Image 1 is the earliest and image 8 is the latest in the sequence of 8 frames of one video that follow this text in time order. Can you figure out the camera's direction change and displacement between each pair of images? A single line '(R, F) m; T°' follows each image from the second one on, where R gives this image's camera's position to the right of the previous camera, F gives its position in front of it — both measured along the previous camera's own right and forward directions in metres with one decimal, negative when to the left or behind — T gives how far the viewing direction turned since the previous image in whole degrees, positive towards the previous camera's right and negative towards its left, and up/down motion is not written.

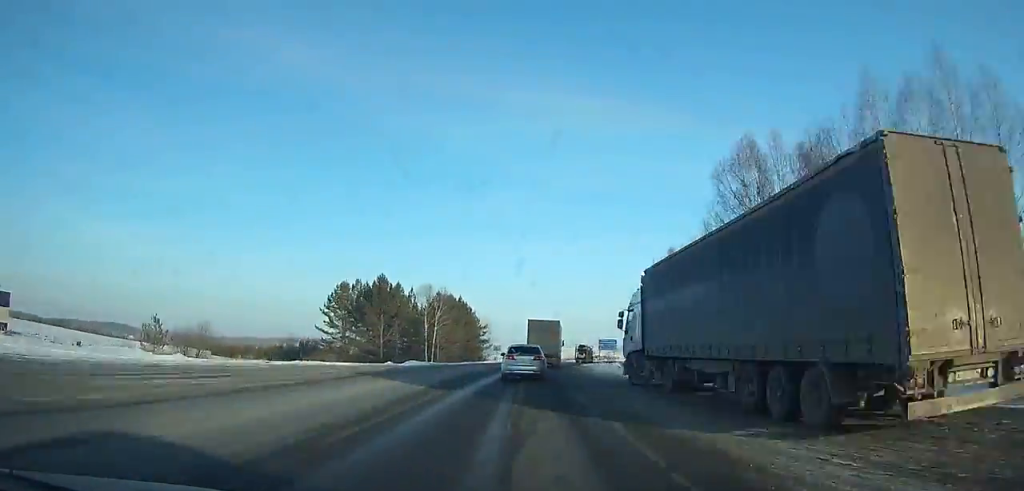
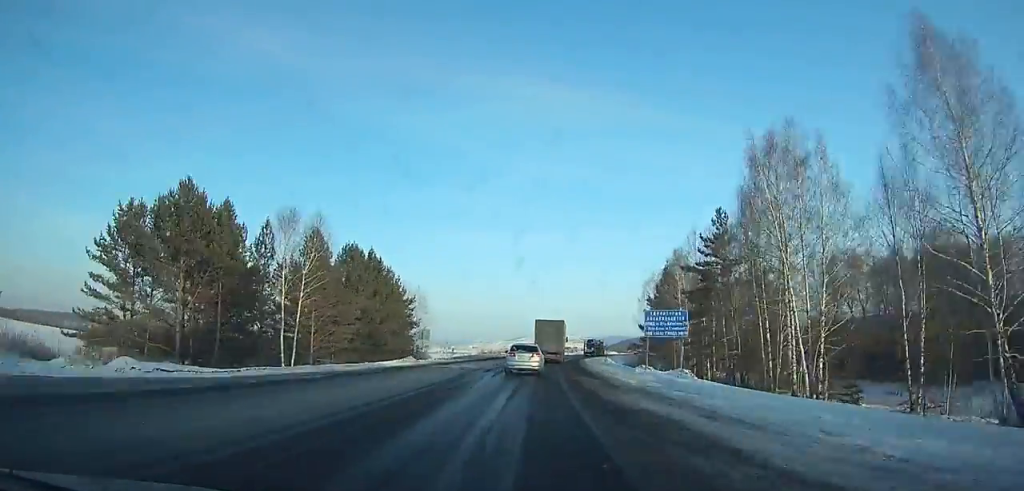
(+1.1, +45.9) m; +3°
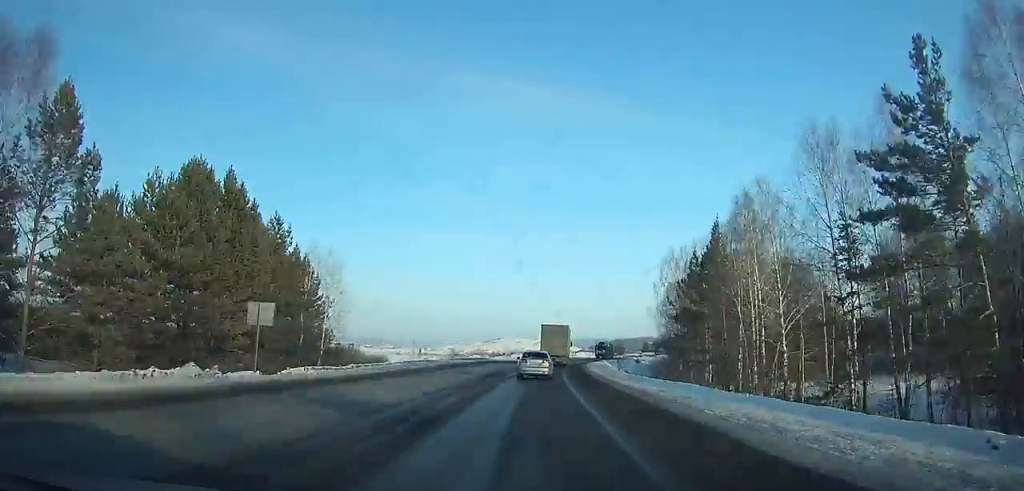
(+1.0, +31.0) m; +3°
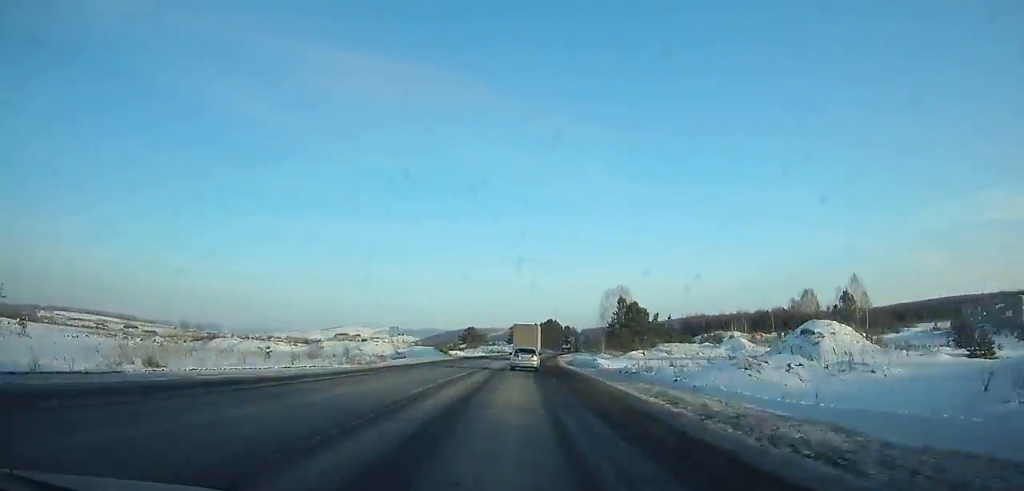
(+20.3, +153.5) m; +13°
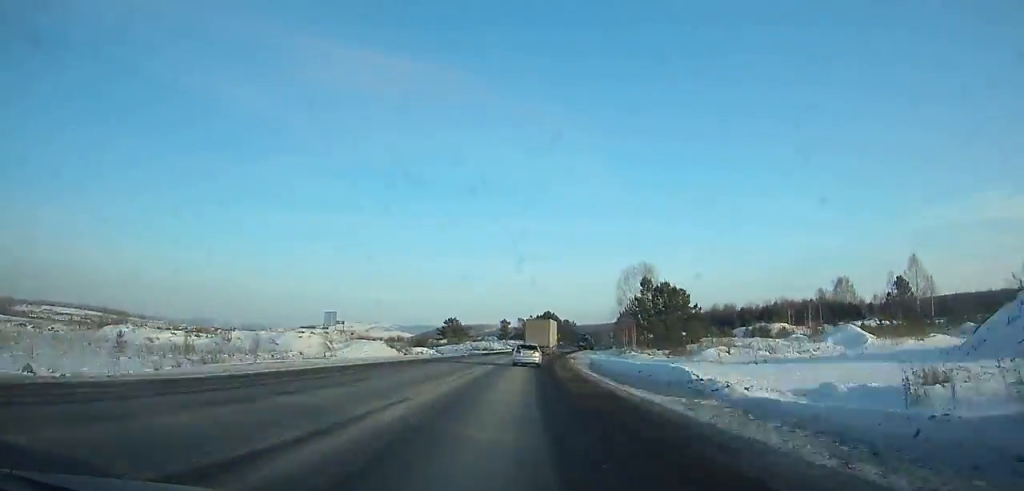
(-0.2, +27.1) m; +2°
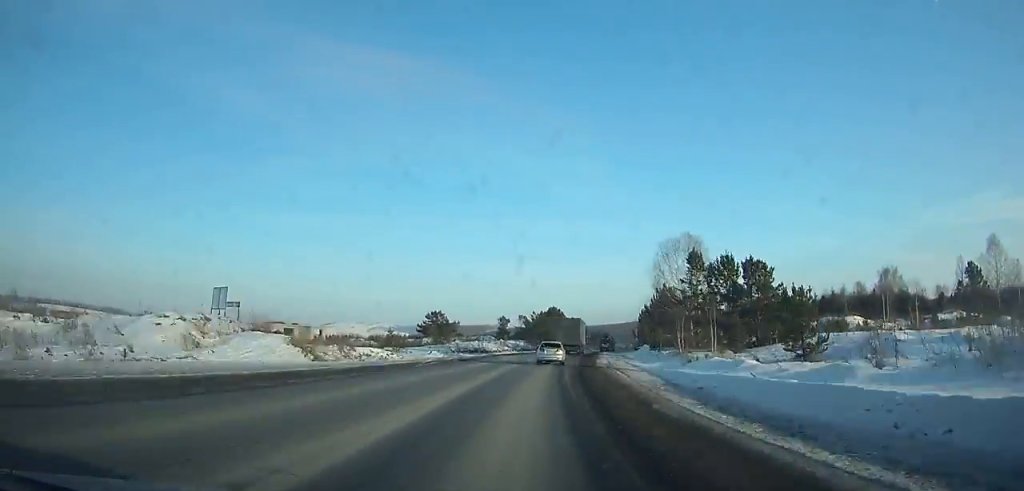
(+0.5, +25.3) m; +2°
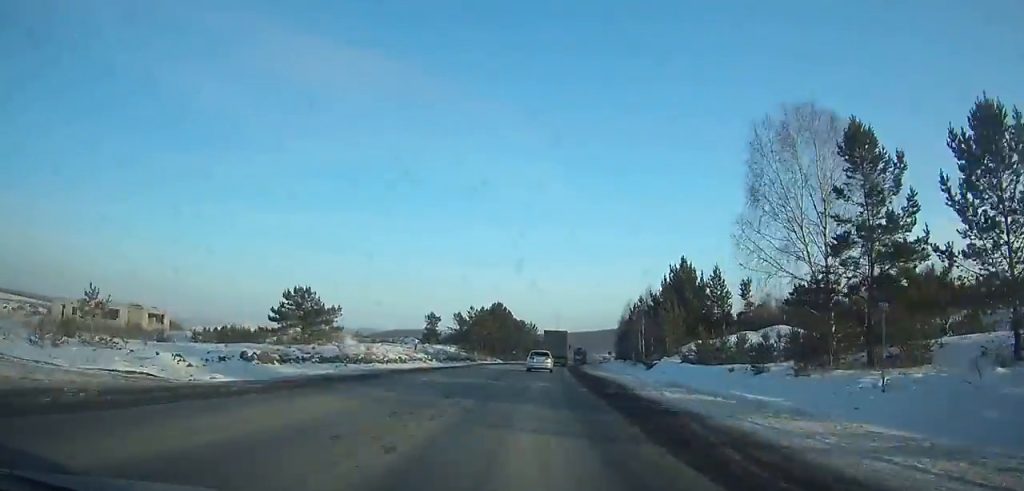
(+1.1, +41.1) m; +4°
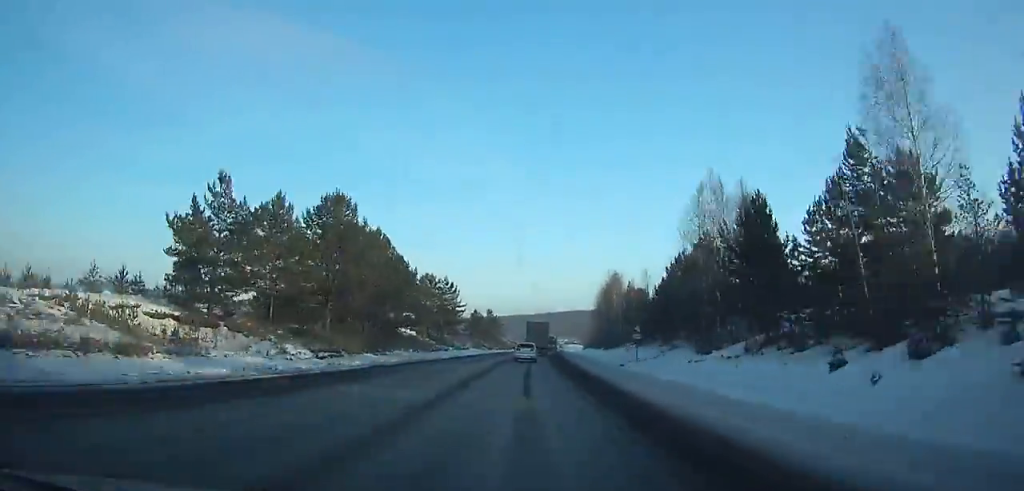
(+4.0, +78.8) m; +5°
